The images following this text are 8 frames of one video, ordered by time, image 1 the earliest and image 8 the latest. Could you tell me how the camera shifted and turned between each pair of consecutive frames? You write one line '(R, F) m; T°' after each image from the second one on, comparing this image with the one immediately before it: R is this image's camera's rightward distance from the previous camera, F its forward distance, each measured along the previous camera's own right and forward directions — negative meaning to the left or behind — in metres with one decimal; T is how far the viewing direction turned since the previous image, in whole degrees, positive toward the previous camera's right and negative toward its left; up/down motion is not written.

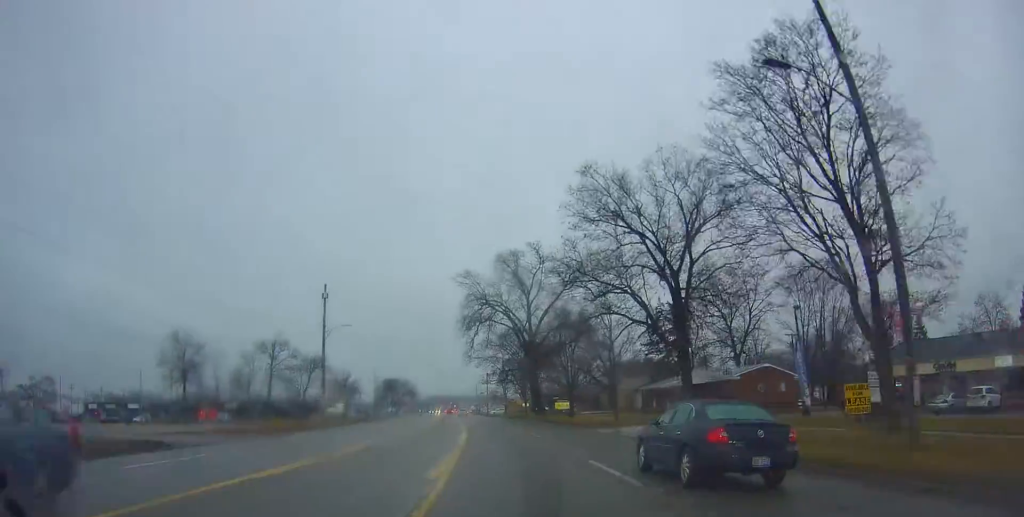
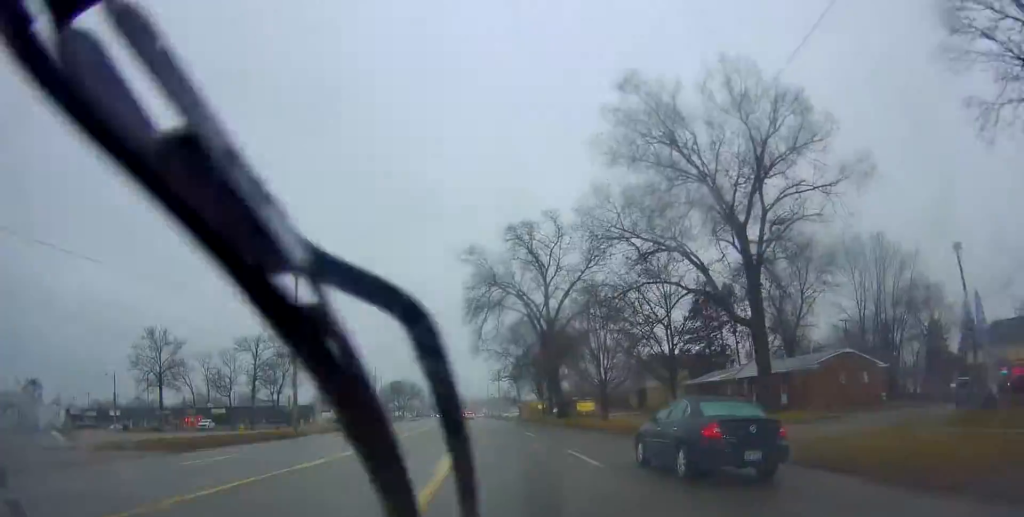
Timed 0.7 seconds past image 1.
(-0.2, +12.5) m; 0°
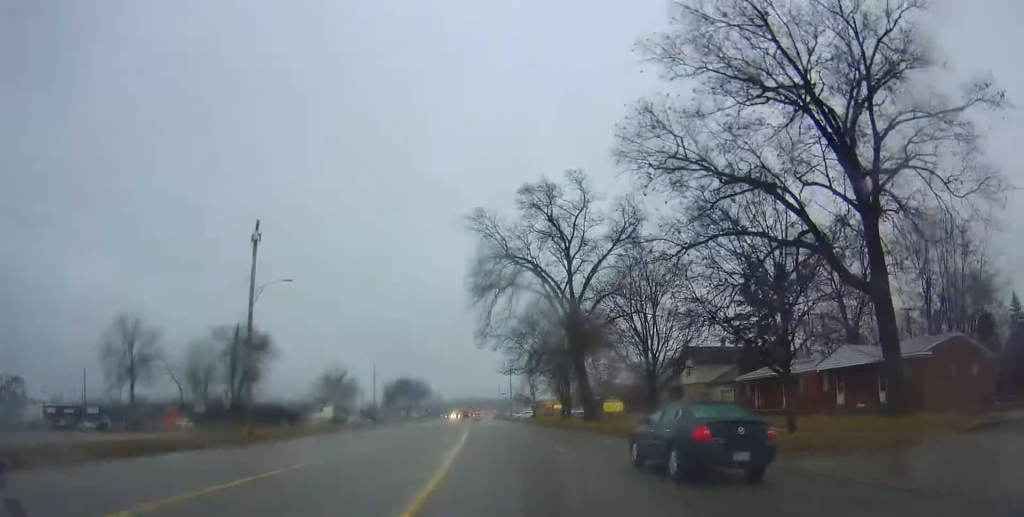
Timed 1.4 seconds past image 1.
(-0.1, +11.9) m; -1°
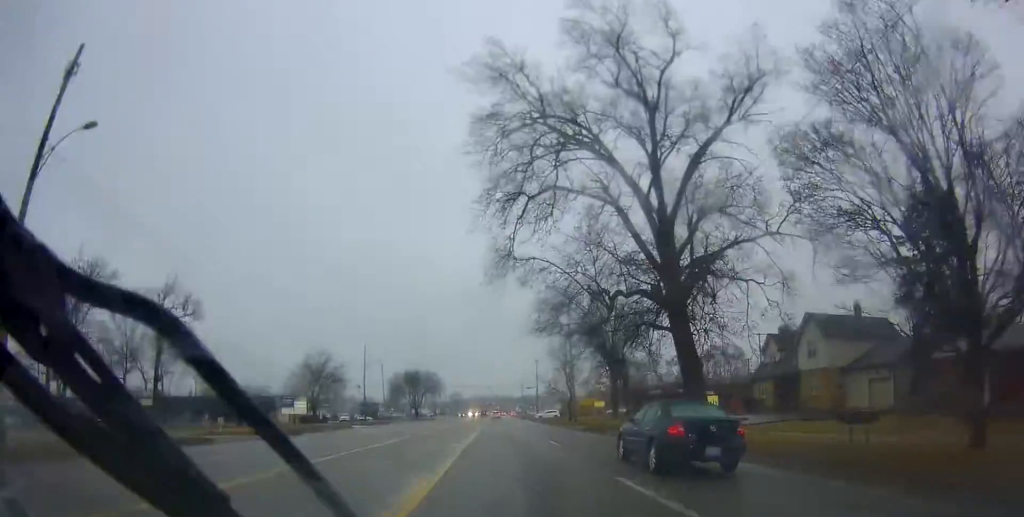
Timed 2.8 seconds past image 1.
(-0.5, +24.9) m; -4°
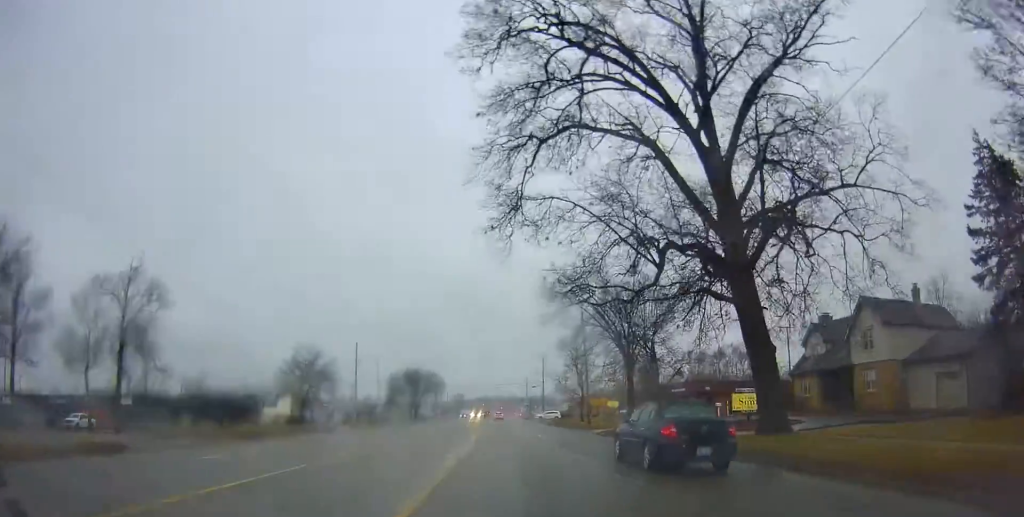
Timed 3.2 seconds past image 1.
(-0.1, +7.7) m; -1°
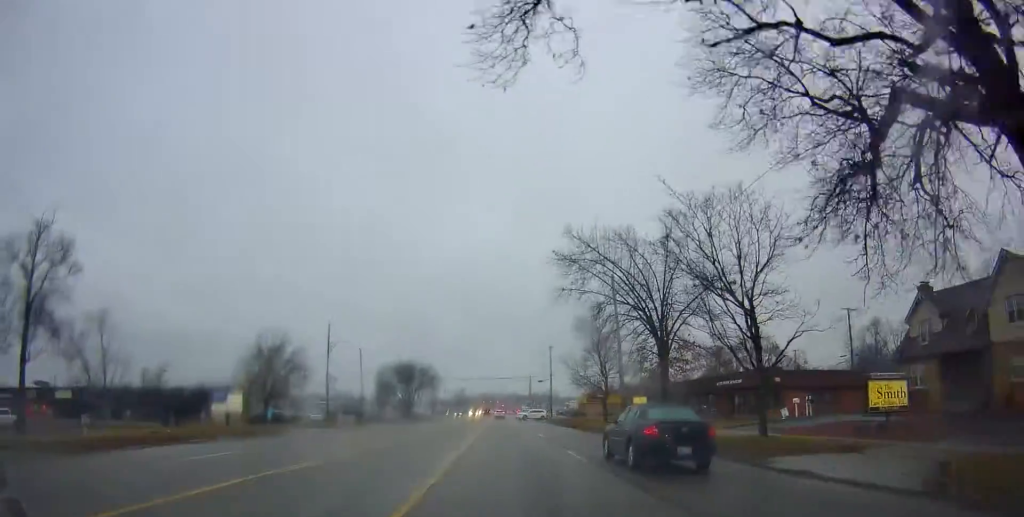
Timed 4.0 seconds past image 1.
(-0.6, +14.7) m; 0°
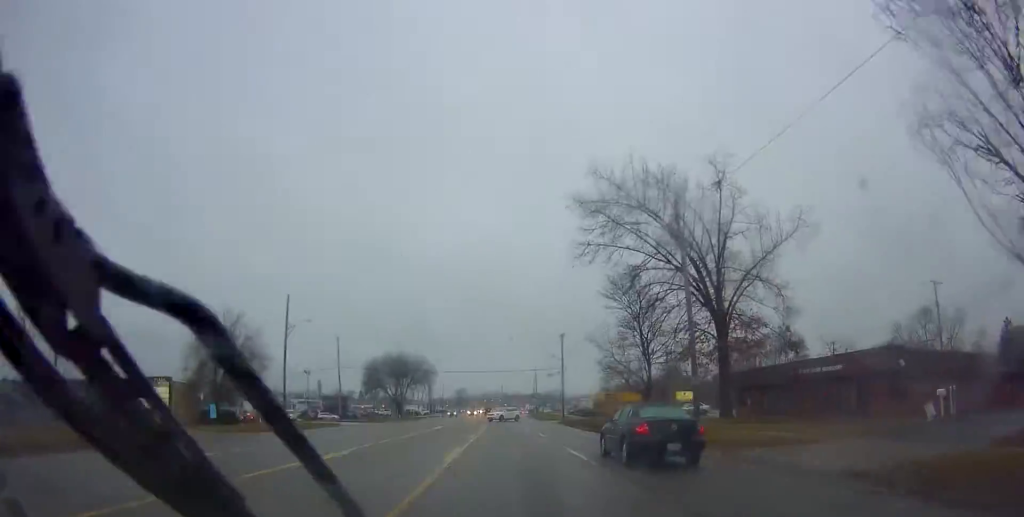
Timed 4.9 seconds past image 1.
(+0.5, +15.1) m; 0°
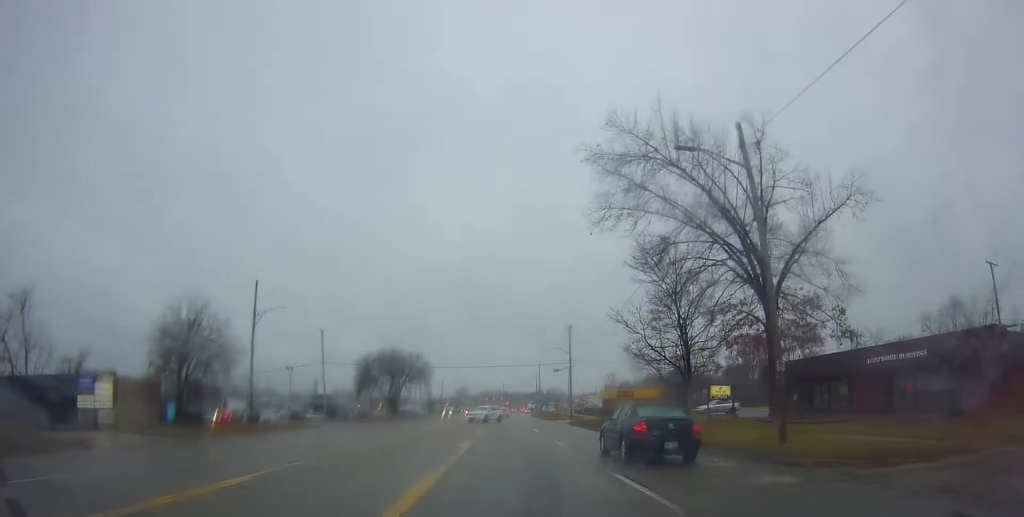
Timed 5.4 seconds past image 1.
(0.0, +7.9) m; -1°
